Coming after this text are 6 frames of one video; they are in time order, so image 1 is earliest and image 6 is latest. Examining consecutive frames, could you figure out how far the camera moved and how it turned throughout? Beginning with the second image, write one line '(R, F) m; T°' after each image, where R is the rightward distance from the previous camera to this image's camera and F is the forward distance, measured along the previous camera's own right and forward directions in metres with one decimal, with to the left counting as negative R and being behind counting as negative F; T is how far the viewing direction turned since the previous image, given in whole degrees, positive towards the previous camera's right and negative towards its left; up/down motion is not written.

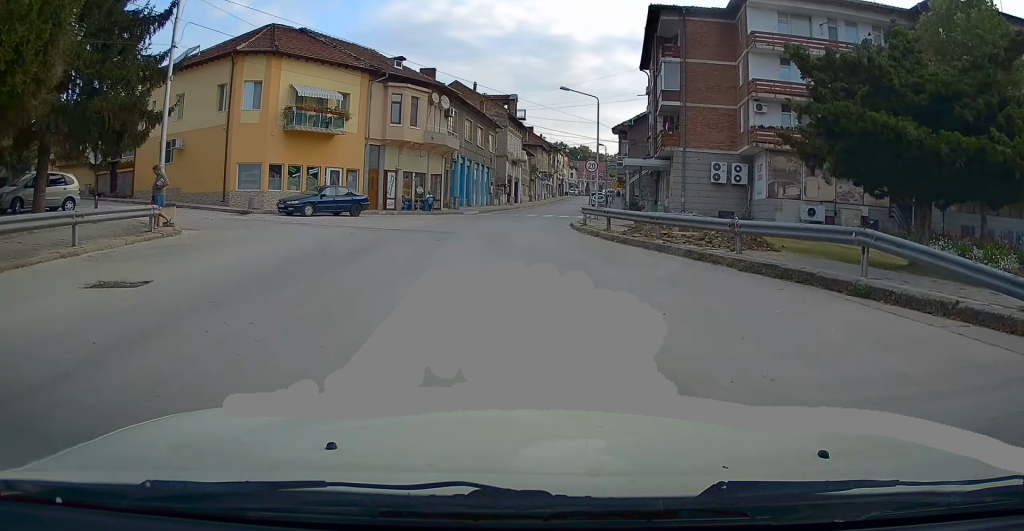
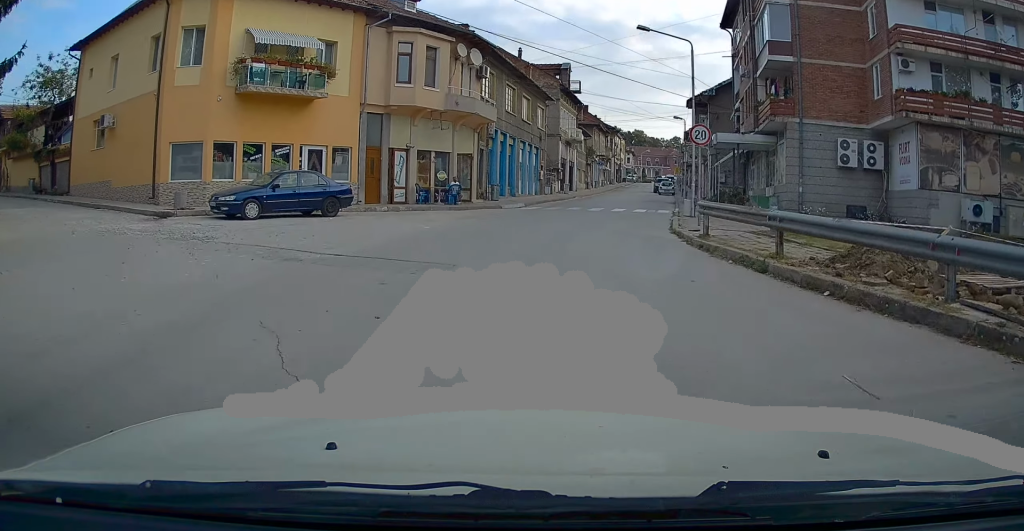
(-1.4, +10.9) m; -13°
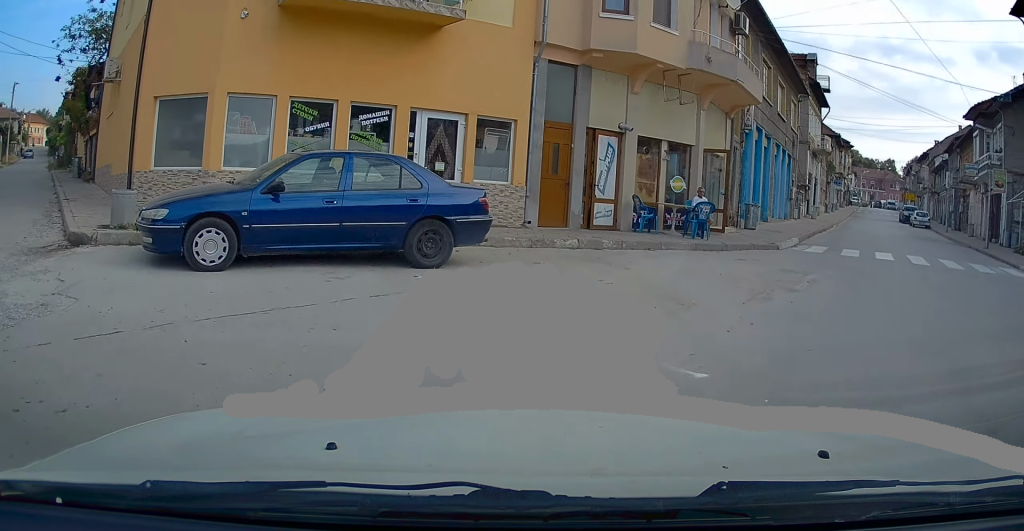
(-1.8, +15.5) m; -12°
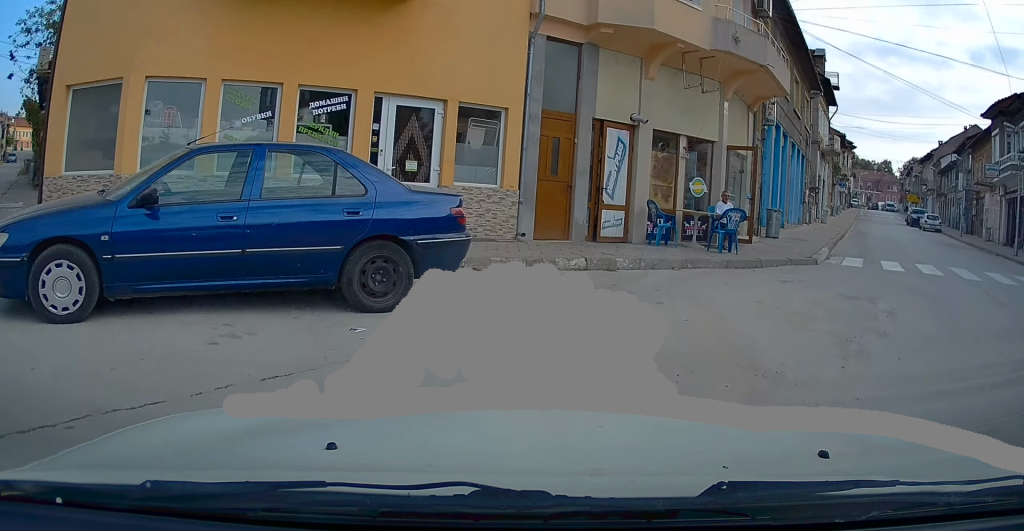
(-0.1, +4.0) m; -3°
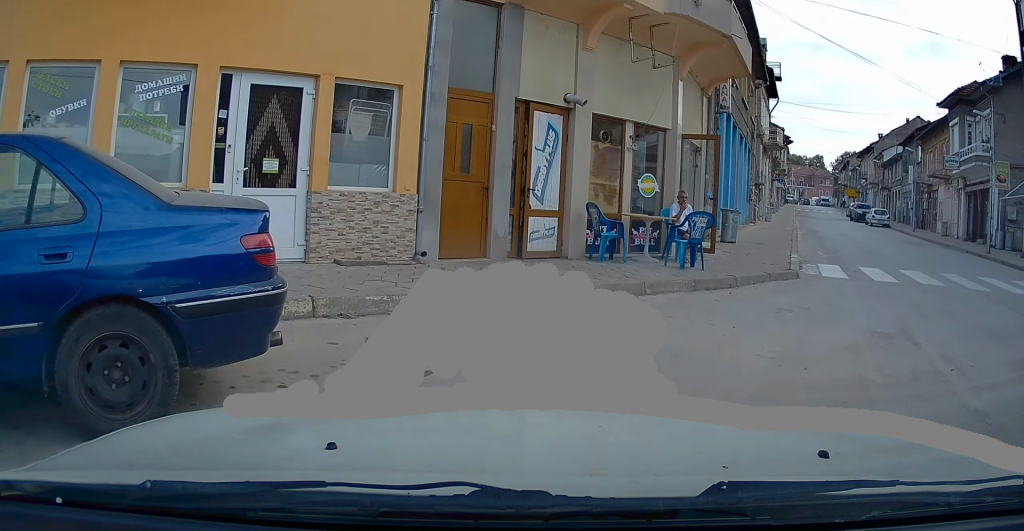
(-0.2, +3.9) m; -2°
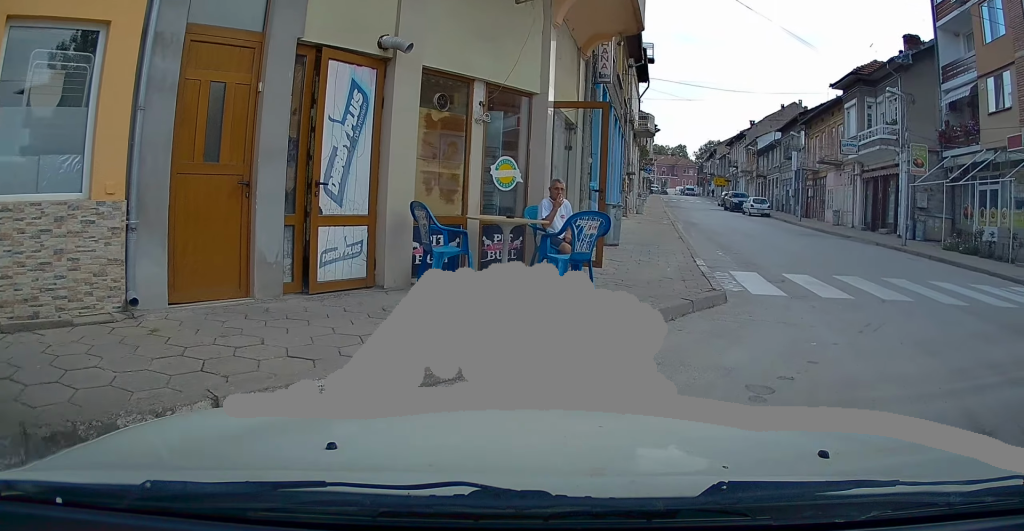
(+0.2, +3.7) m; +13°
